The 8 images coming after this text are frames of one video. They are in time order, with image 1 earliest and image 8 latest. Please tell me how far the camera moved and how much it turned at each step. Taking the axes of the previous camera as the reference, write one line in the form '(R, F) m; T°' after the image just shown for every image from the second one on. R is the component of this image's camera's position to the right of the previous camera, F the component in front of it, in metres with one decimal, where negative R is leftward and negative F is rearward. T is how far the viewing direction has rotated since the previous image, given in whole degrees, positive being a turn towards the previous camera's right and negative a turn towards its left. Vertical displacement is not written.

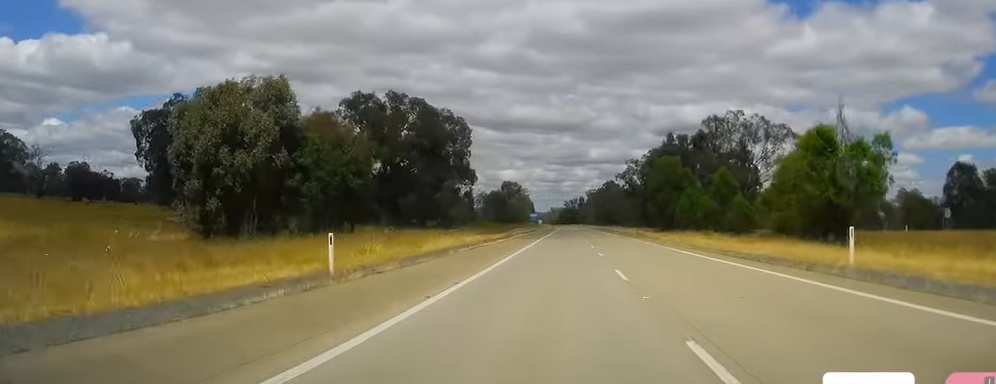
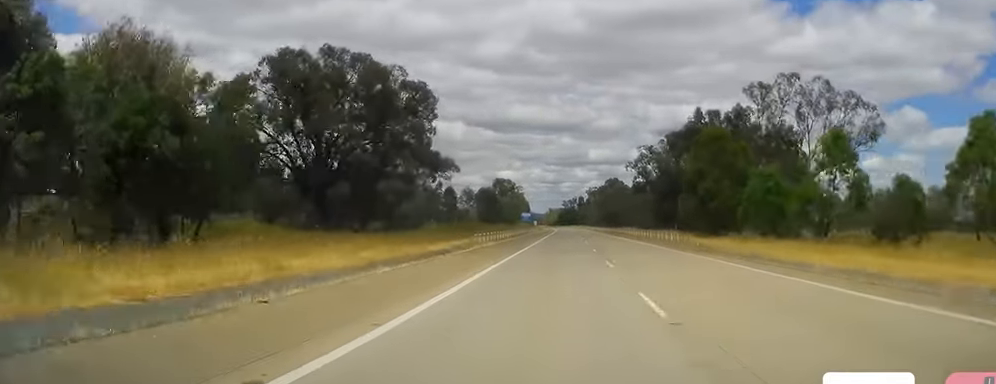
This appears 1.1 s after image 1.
(+0.4, +30.7) m; +1°
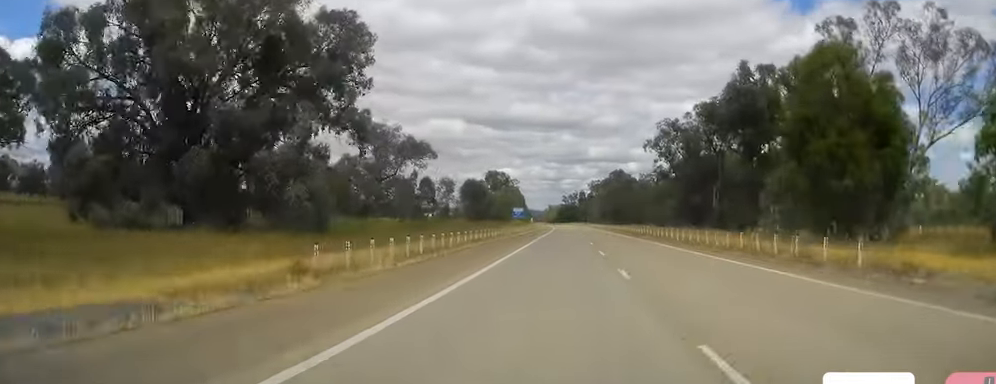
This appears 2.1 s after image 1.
(-0.2, +29.7) m; -1°
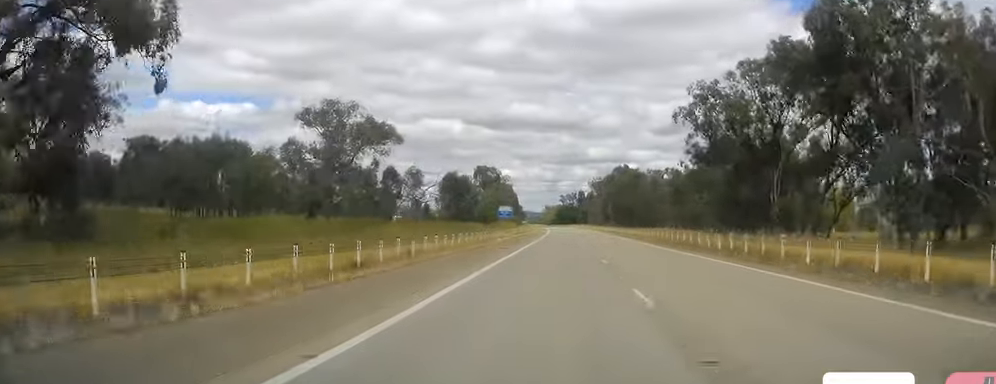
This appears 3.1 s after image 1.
(-0.3, +28.8) m; 0°
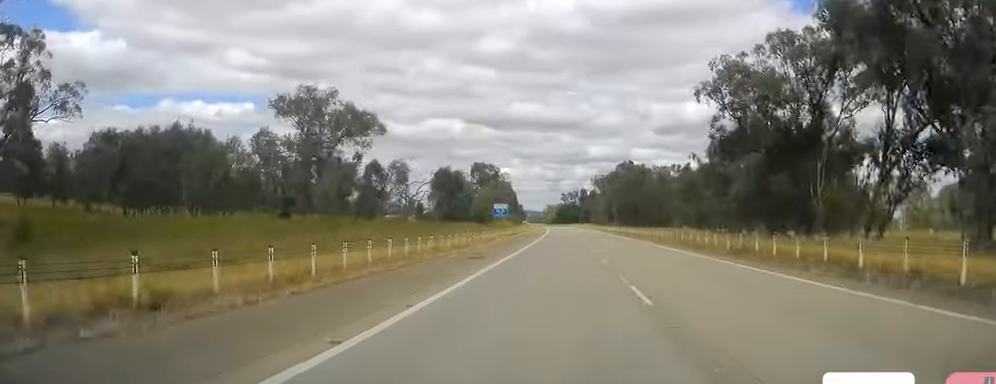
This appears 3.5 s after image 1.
(-0.1, +11.5) m; 0°
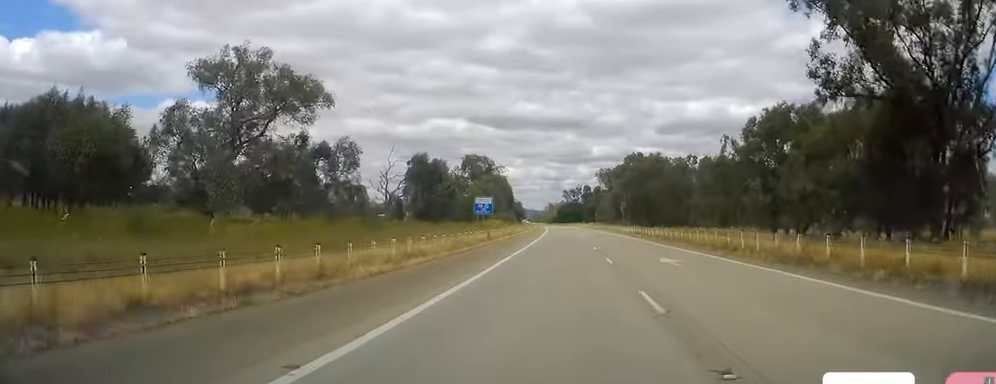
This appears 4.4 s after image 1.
(+0.4, +24.9) m; 0°
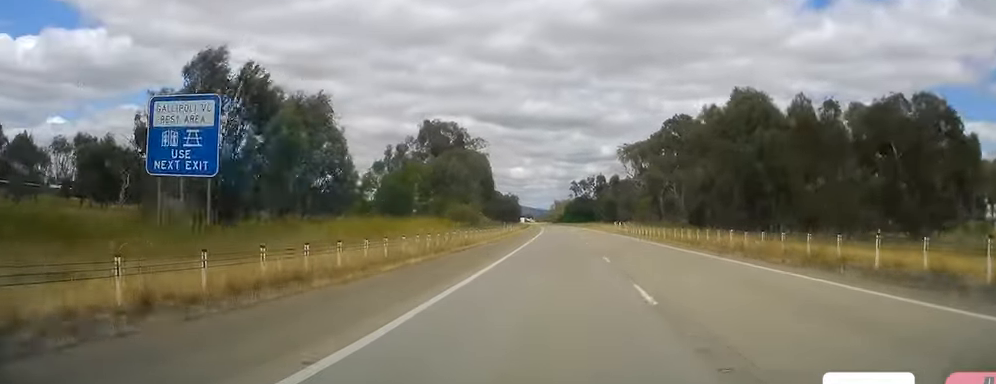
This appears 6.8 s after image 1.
(-0.6, +70.8) m; -1°
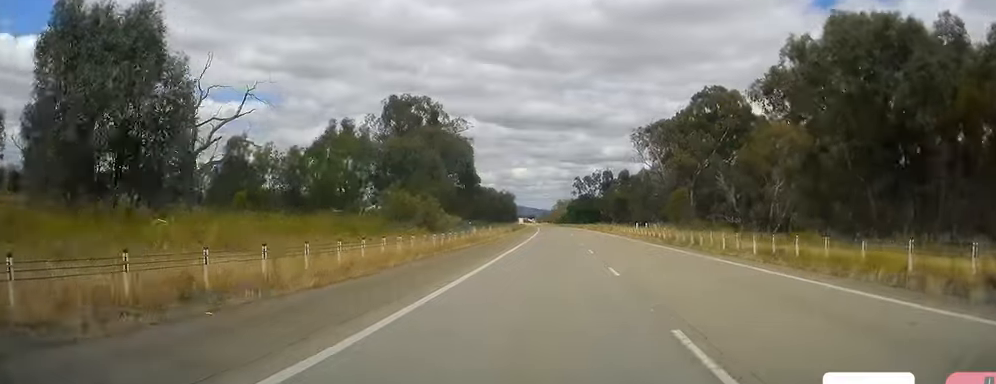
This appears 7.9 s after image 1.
(-0.1, +29.7) m; 0°
